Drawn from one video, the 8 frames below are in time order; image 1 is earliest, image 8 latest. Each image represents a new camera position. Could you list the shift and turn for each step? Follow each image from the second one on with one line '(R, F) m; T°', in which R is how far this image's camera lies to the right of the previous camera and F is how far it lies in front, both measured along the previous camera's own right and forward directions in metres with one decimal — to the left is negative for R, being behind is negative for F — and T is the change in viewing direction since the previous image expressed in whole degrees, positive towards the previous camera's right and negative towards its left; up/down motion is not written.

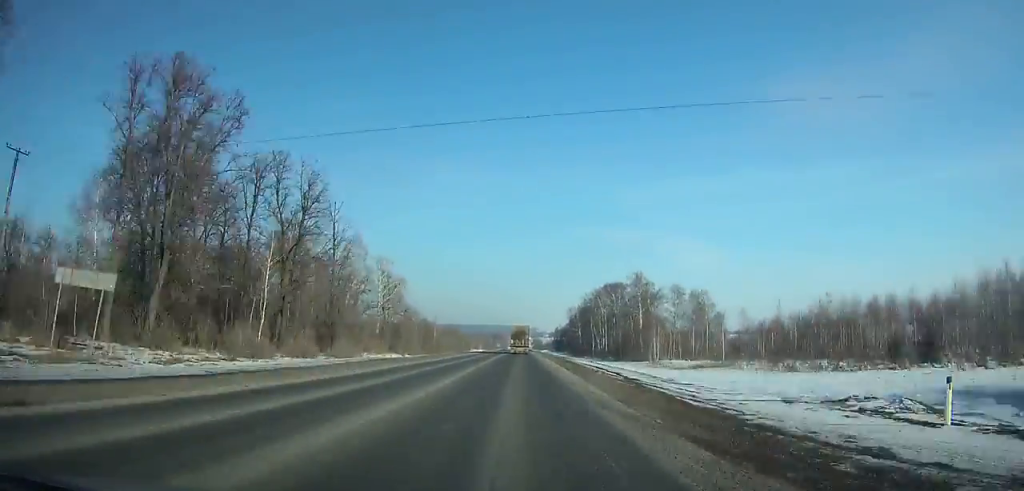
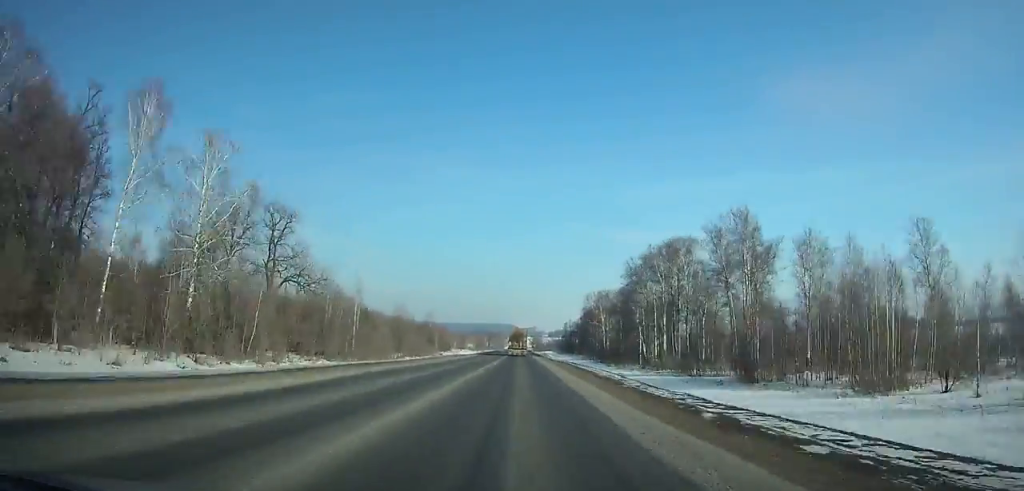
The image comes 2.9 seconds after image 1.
(+0.1, +72.1) m; 0°
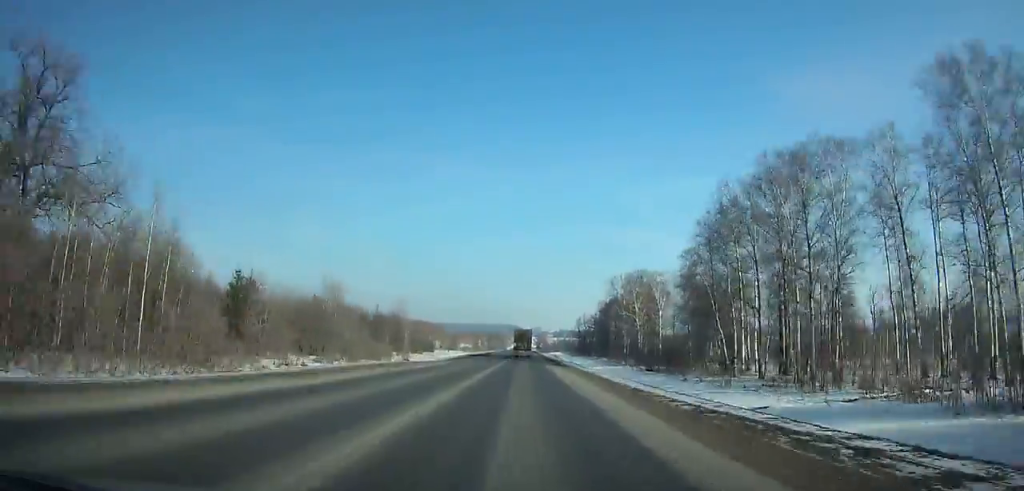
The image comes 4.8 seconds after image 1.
(+0.1, +47.2) m; 0°
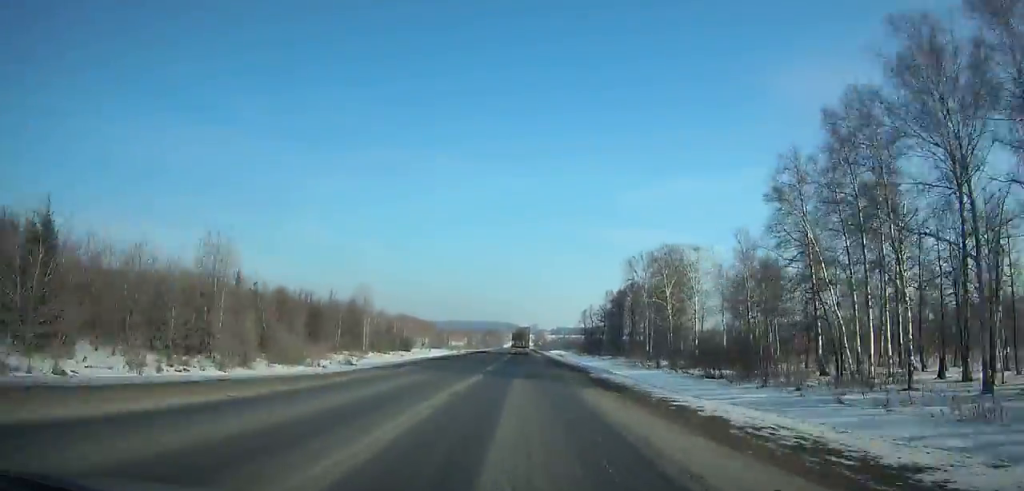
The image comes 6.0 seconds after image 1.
(-0.1, +29.6) m; 0°
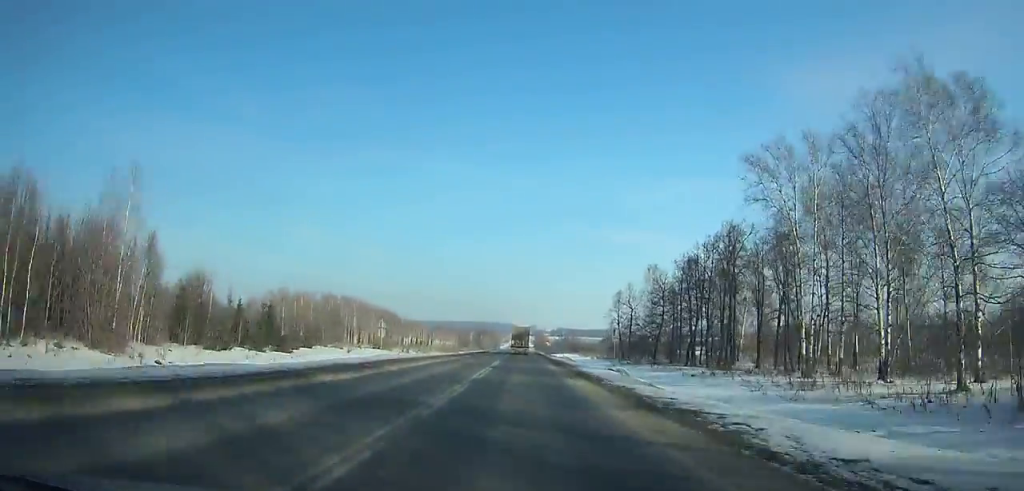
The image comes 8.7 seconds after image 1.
(-0.1, +66.3) m; 0°
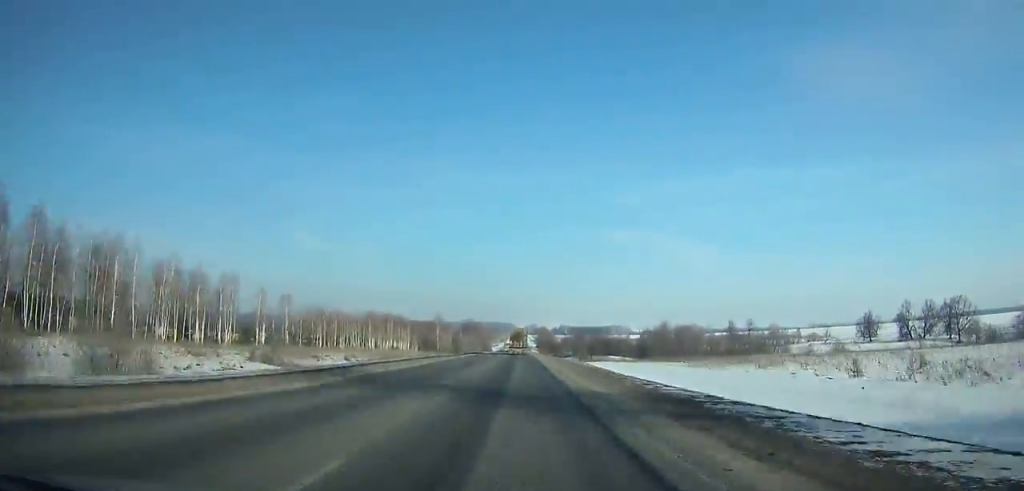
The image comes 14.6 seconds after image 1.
(+0.3, +144.6) m; 0°
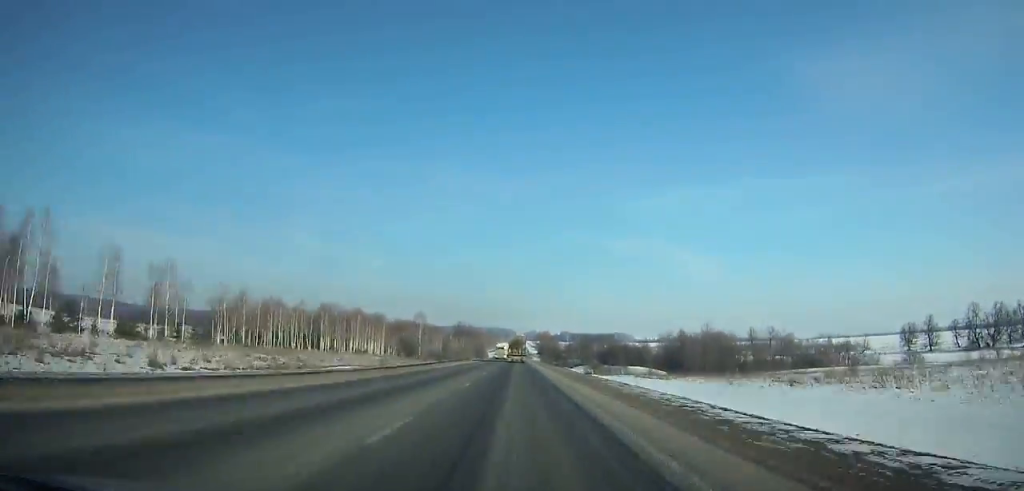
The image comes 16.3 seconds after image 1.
(+0.1, +41.7) m; 0°
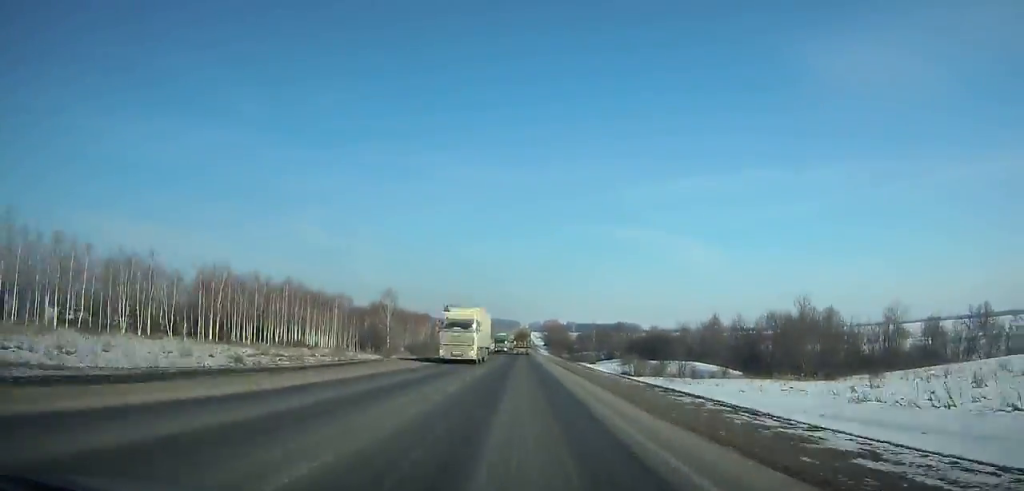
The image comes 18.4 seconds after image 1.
(-0.1, +52.1) m; 0°
